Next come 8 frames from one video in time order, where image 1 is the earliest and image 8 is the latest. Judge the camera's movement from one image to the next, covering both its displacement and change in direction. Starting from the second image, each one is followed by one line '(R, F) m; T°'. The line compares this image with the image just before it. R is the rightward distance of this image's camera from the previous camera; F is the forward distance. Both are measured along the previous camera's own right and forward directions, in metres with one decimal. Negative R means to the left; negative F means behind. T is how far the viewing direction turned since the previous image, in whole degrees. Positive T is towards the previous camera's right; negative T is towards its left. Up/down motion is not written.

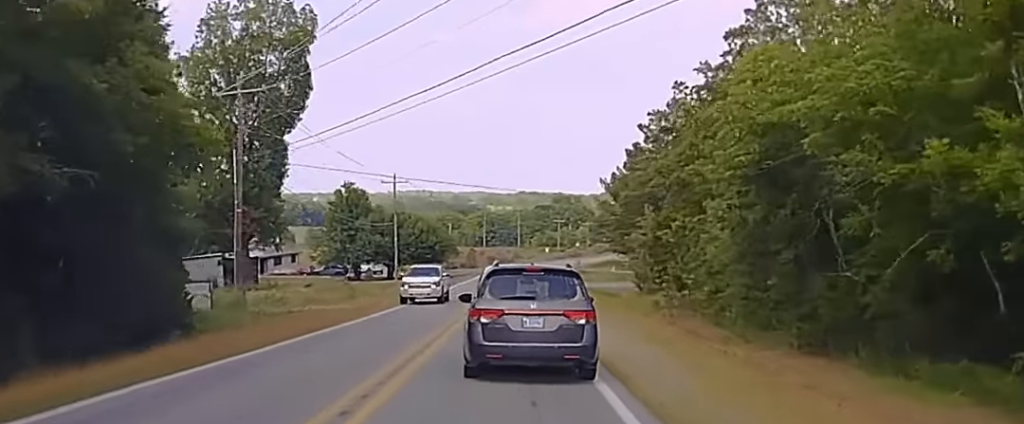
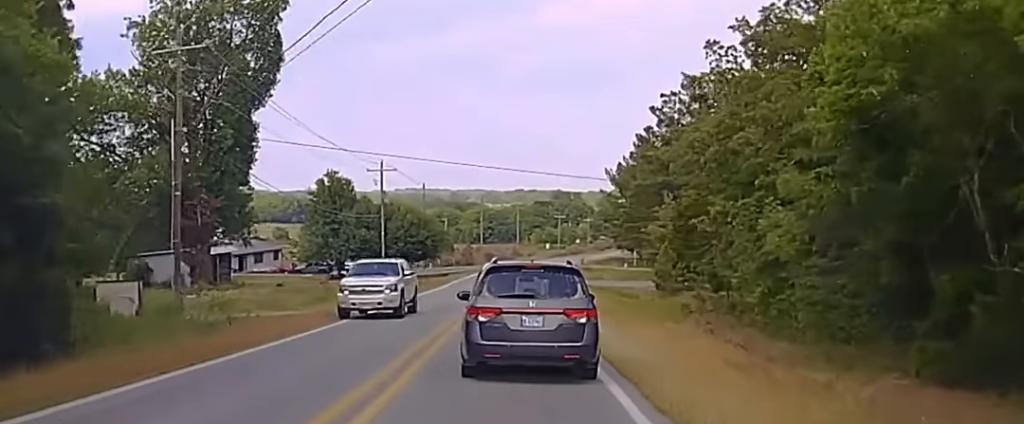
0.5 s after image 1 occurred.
(-0.1, +13.3) m; 0°
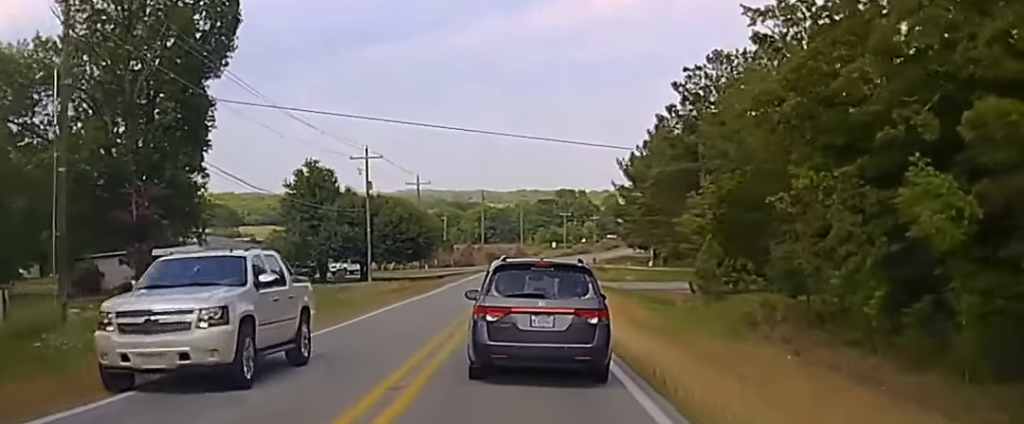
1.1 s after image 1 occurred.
(-0.1, +13.9) m; 0°
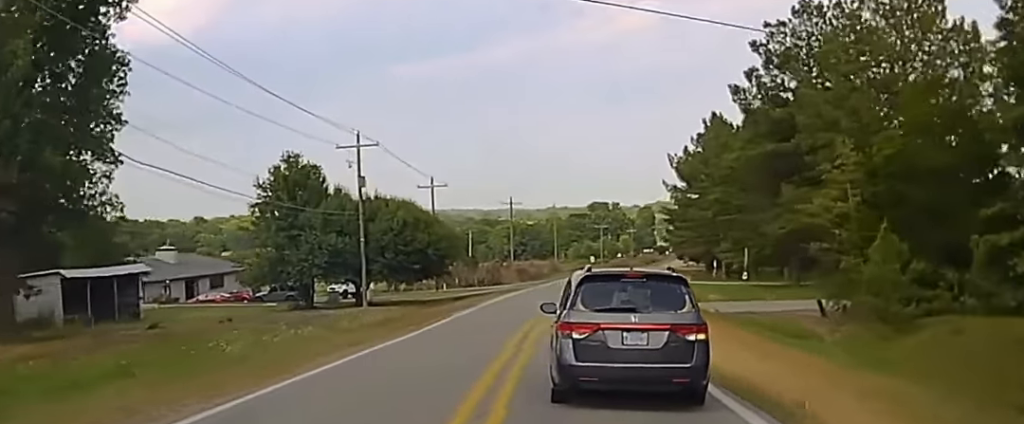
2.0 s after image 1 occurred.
(0.0, +21.0) m; 0°
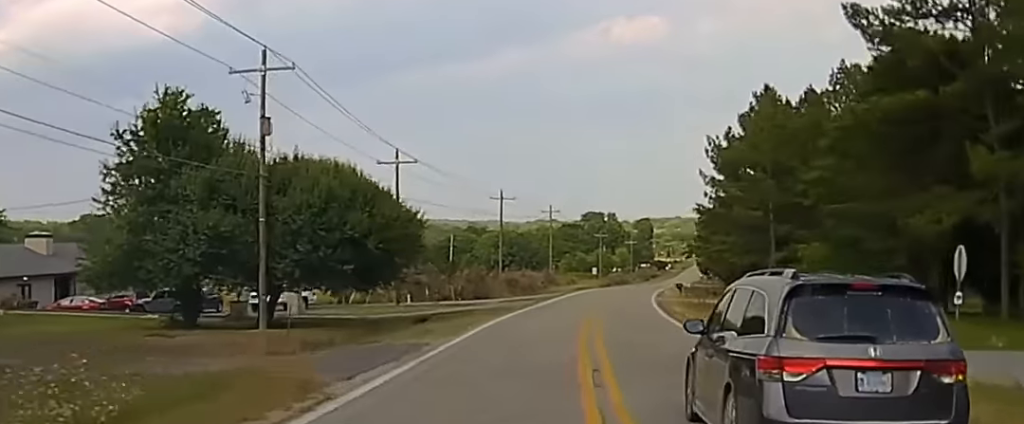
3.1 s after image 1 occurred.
(+0.1, +22.3) m; +1°
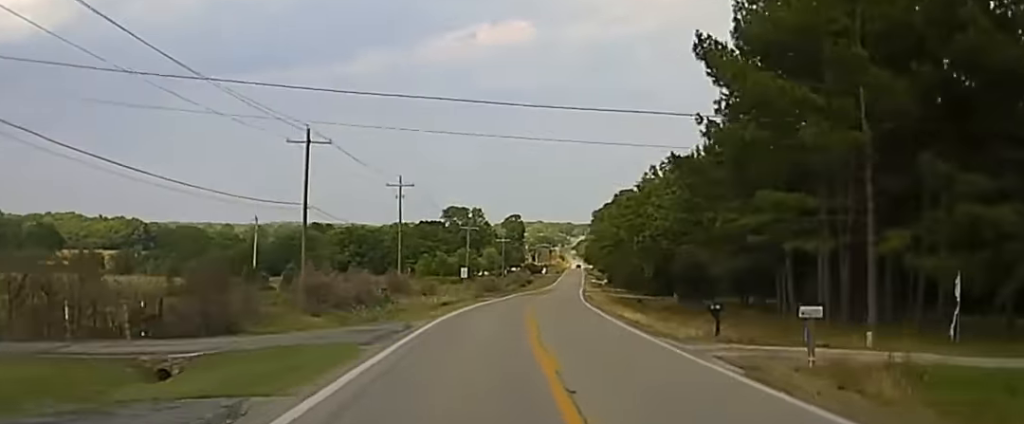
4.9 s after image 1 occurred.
(+2.4, +50.5) m; +6°
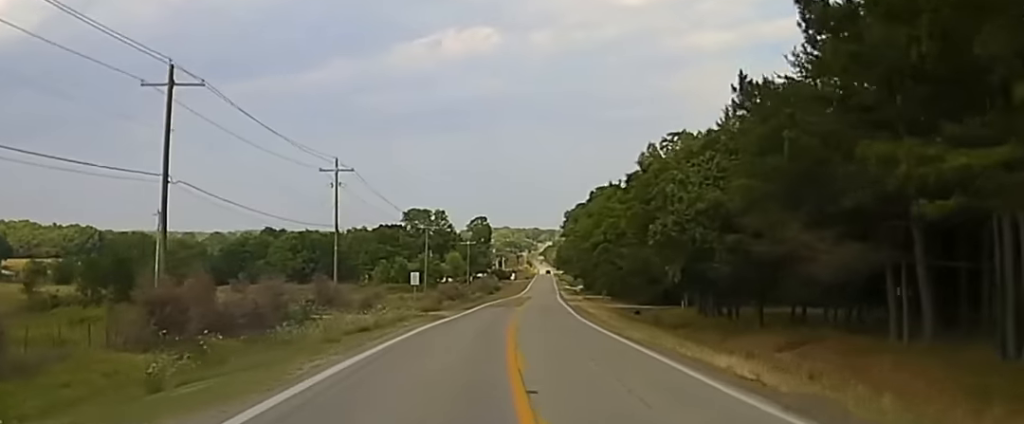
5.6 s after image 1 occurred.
(+0.5, +22.4) m; +2°
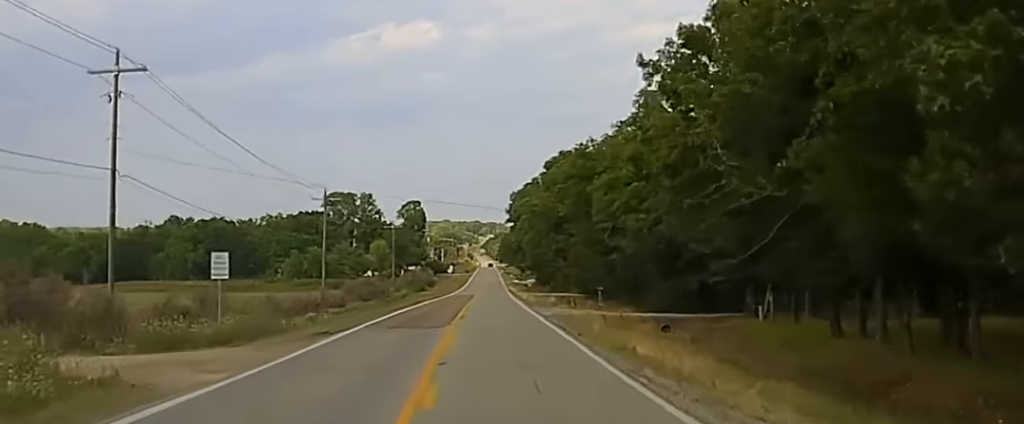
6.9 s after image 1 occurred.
(+1.5, +44.7) m; +2°
